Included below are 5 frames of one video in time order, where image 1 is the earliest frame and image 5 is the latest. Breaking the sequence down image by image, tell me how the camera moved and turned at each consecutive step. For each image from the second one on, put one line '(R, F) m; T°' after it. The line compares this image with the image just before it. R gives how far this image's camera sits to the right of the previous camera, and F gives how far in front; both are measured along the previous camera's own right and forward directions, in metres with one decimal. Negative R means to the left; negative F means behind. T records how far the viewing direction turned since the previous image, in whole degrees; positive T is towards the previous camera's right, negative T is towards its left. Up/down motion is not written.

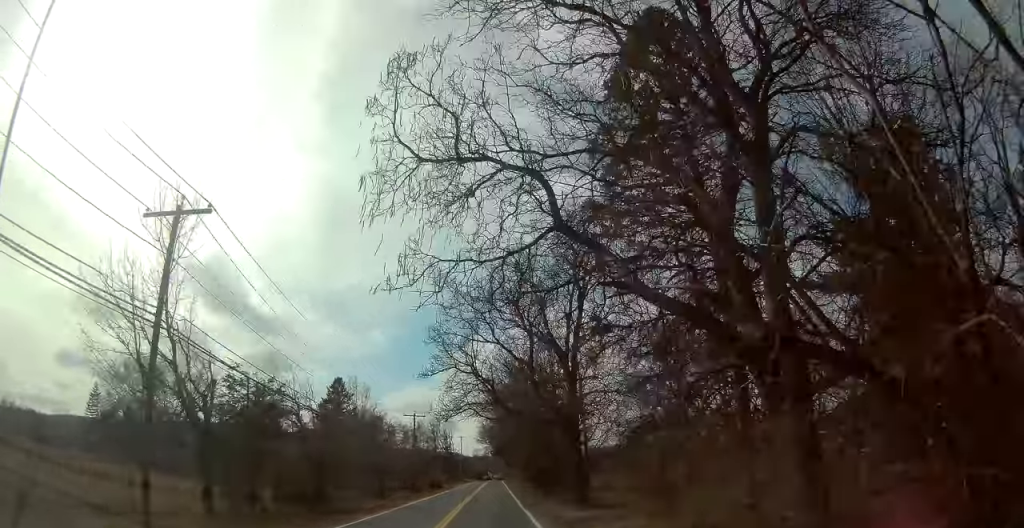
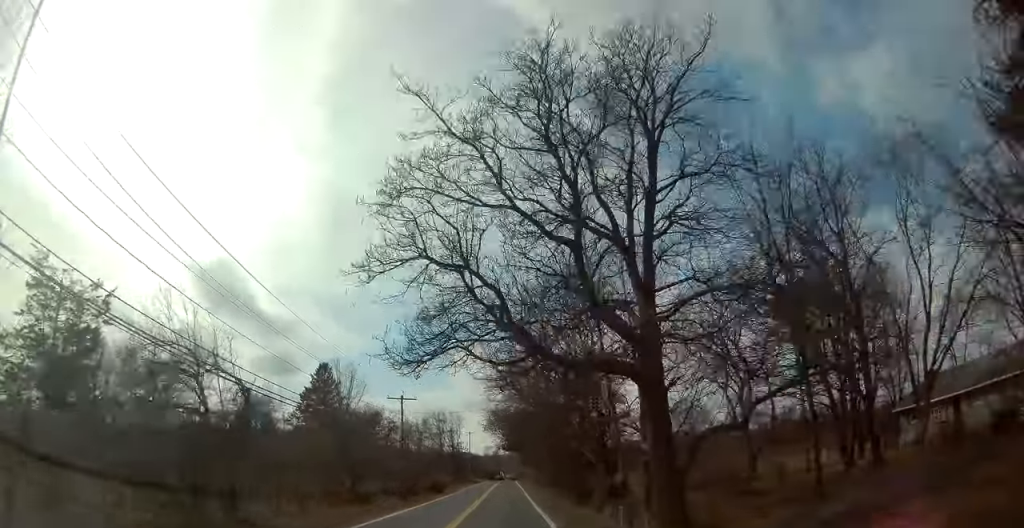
(0.0, +14.0) m; 0°
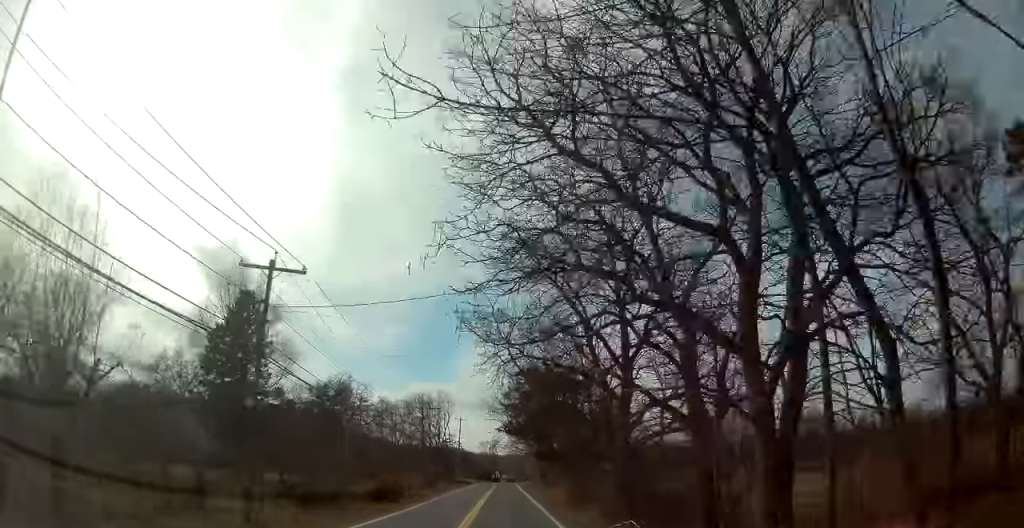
(0.0, +29.8) m; 0°
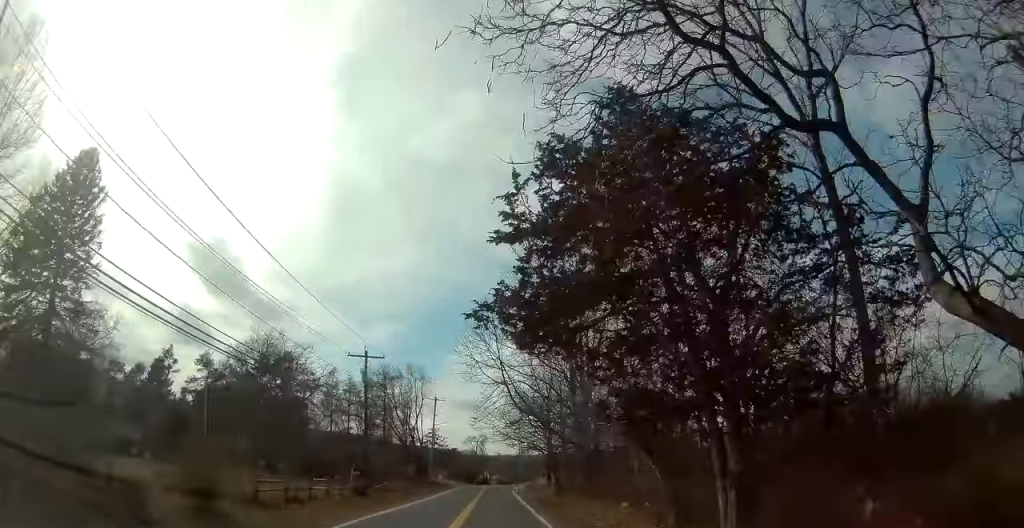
(0.0, +28.1) m; 0°
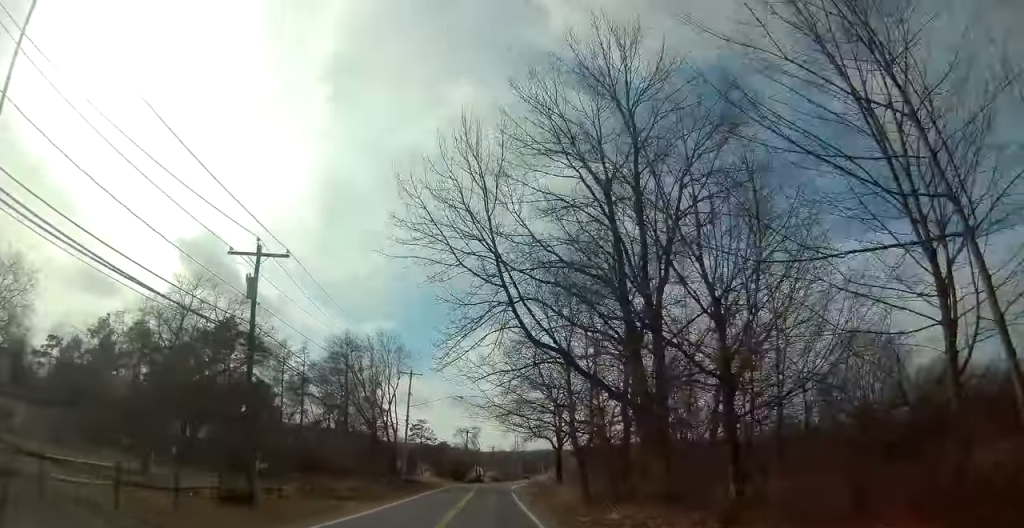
(0.0, +17.4) m; 0°
